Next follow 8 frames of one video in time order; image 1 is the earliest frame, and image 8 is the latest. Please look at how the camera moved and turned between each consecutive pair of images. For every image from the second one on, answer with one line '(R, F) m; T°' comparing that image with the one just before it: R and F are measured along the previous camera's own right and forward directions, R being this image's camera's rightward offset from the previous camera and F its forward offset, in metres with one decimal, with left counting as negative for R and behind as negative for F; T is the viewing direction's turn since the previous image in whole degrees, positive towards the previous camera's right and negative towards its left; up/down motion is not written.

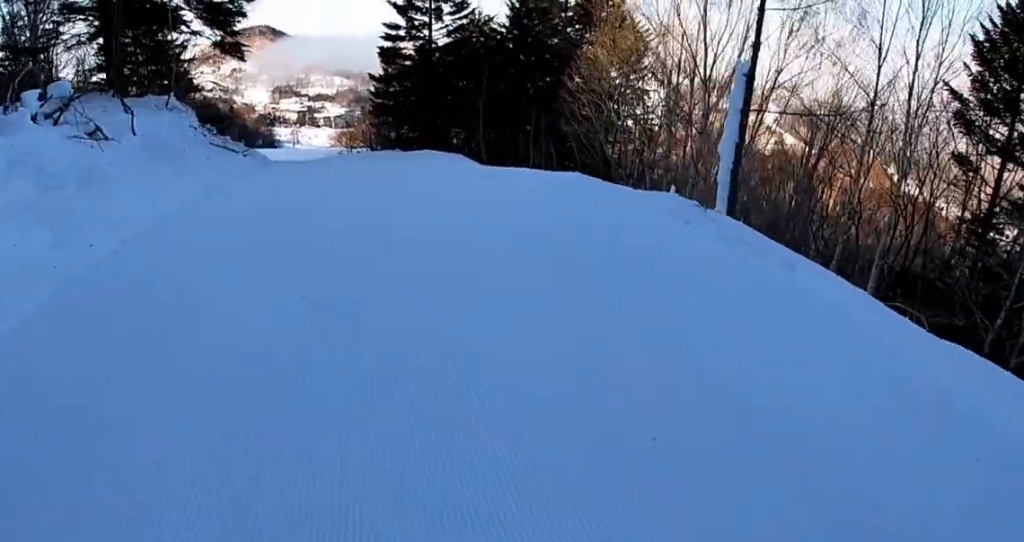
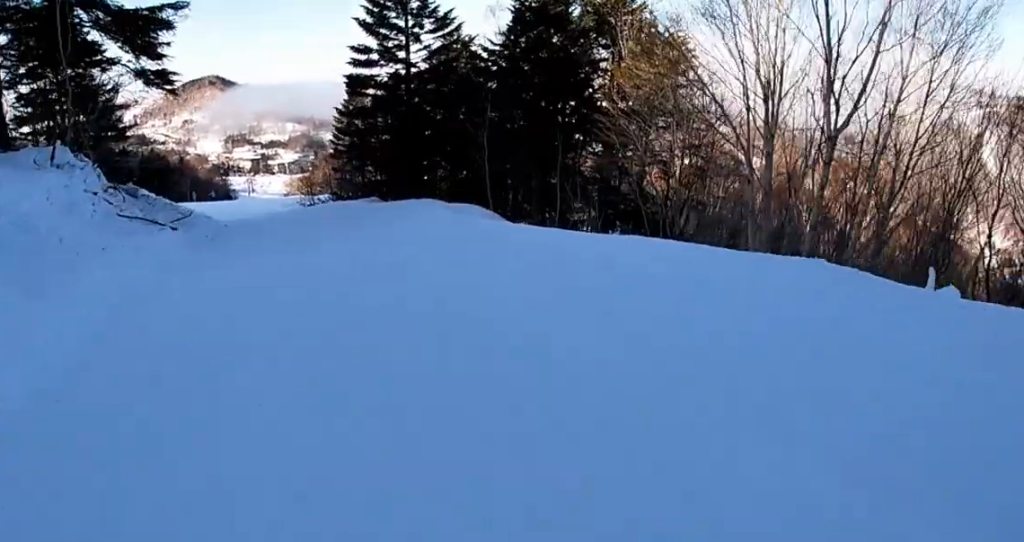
(-0.7, +6.5) m; -1°
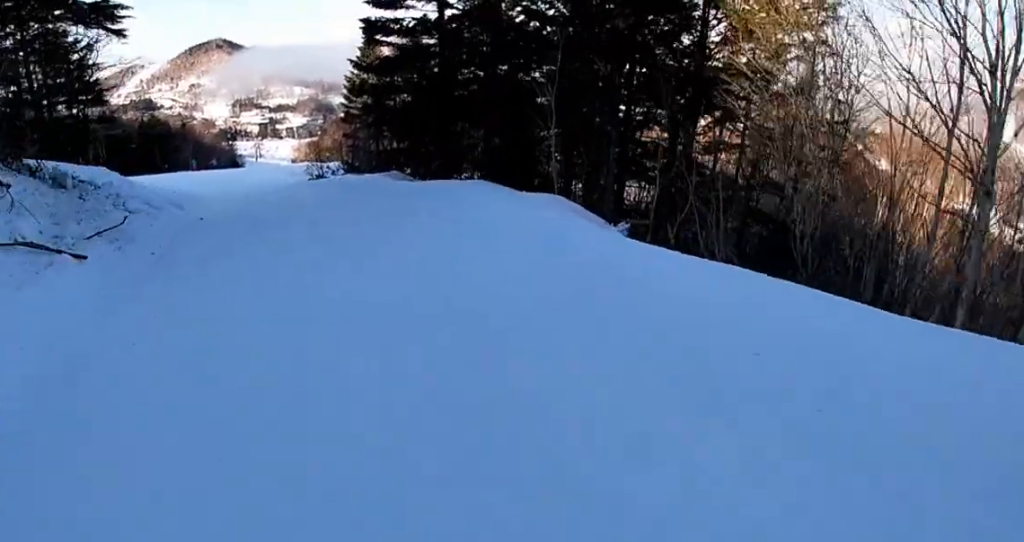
(+0.9, +5.6) m; -6°
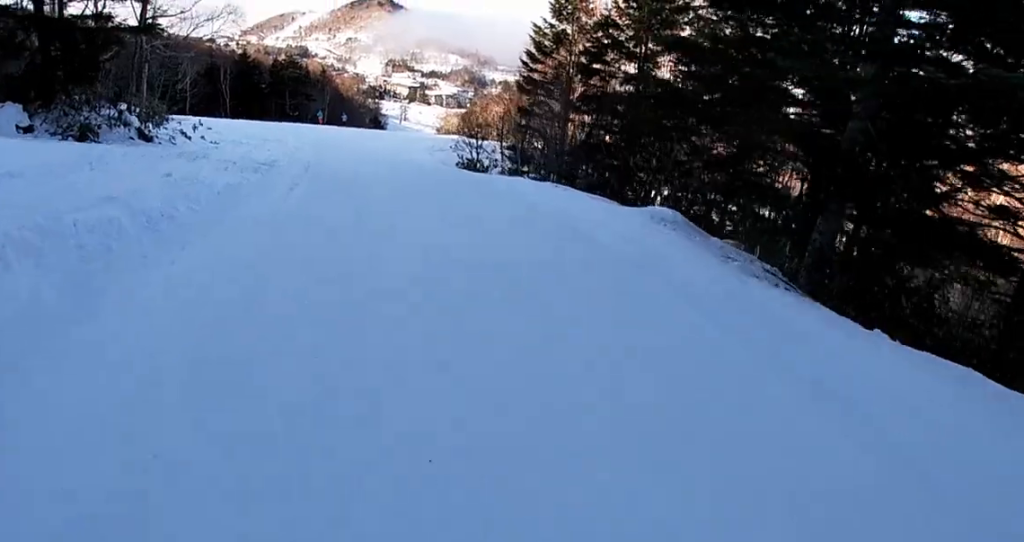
(-3.0, +15.2) m; -10°
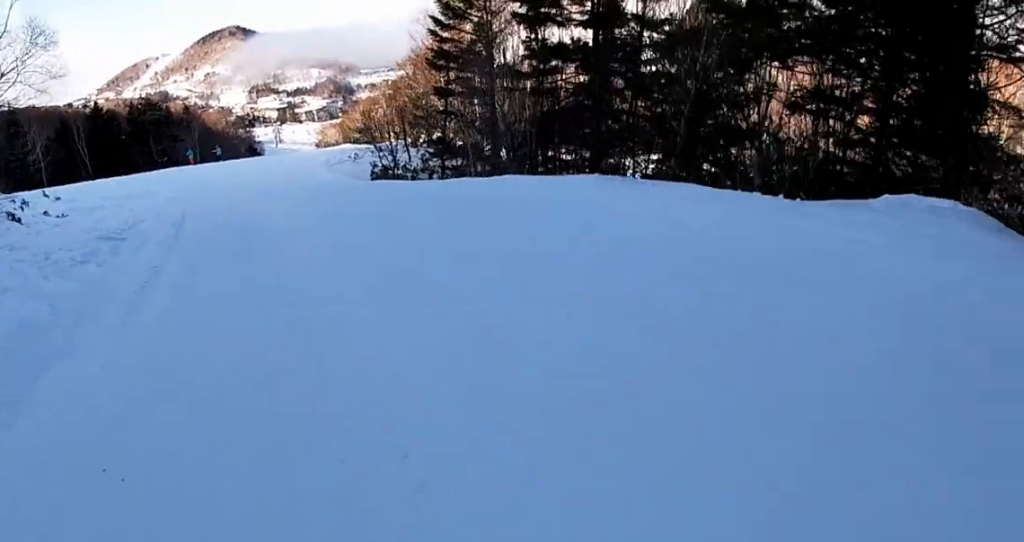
(+1.1, +7.9) m; +5°
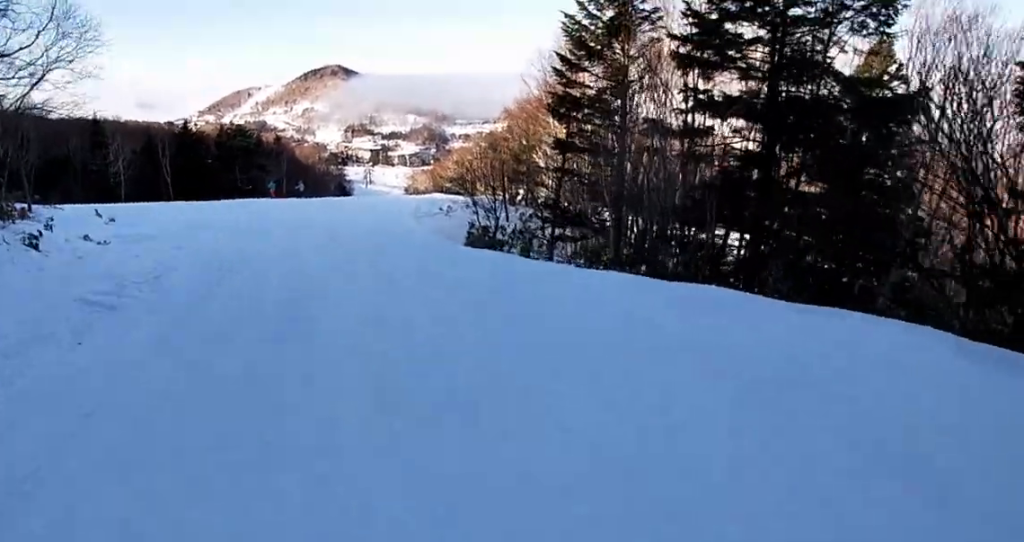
(-0.3, +5.4) m; -4°
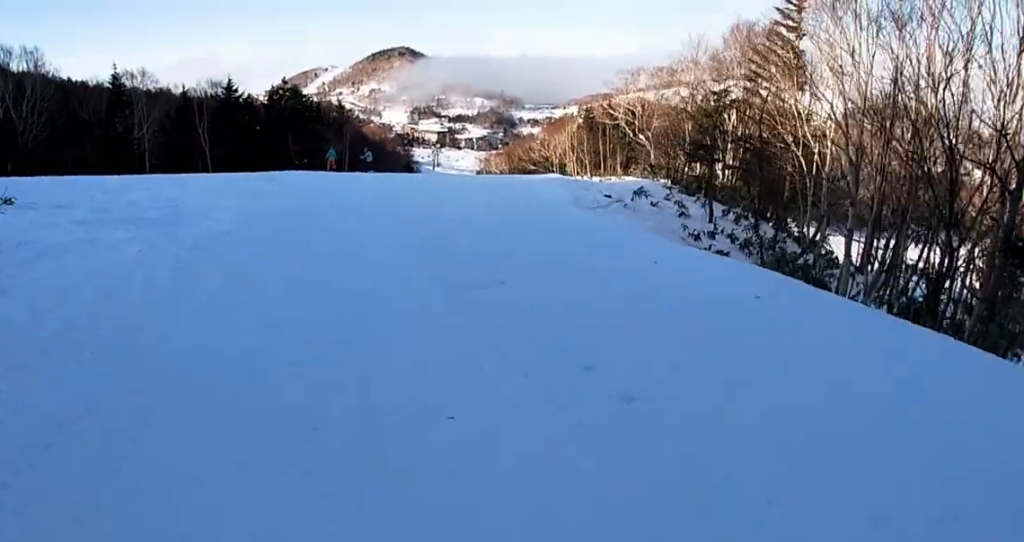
(-1.2, +17.1) m; -1°
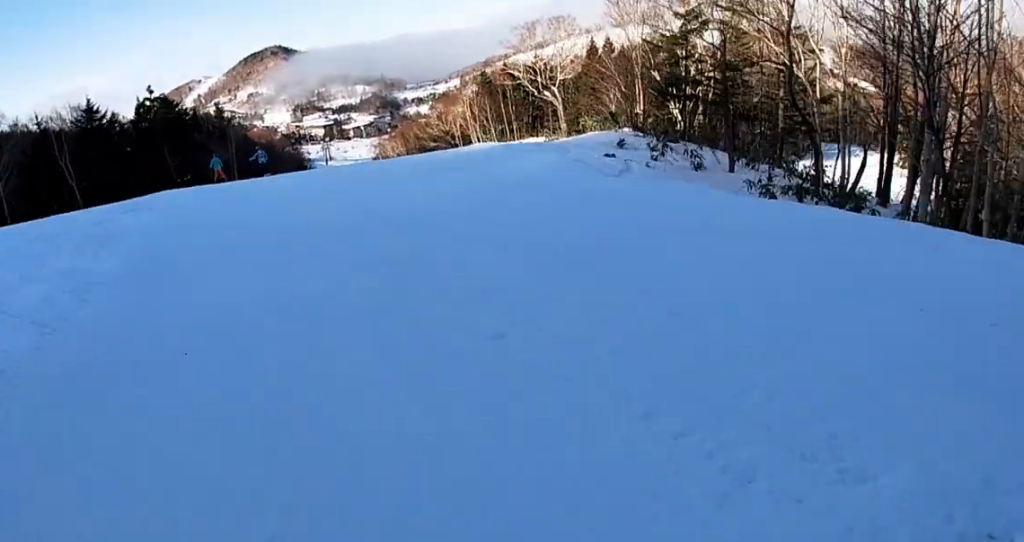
(+0.3, +6.9) m; +5°
